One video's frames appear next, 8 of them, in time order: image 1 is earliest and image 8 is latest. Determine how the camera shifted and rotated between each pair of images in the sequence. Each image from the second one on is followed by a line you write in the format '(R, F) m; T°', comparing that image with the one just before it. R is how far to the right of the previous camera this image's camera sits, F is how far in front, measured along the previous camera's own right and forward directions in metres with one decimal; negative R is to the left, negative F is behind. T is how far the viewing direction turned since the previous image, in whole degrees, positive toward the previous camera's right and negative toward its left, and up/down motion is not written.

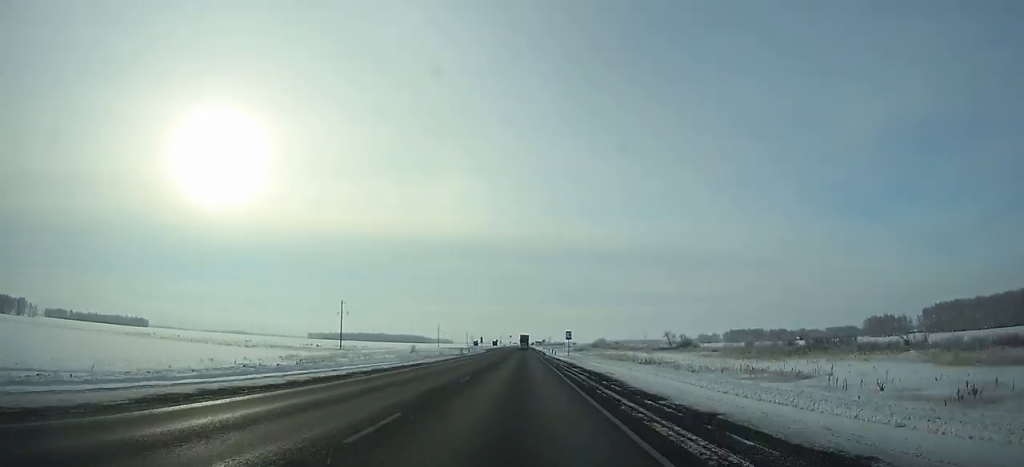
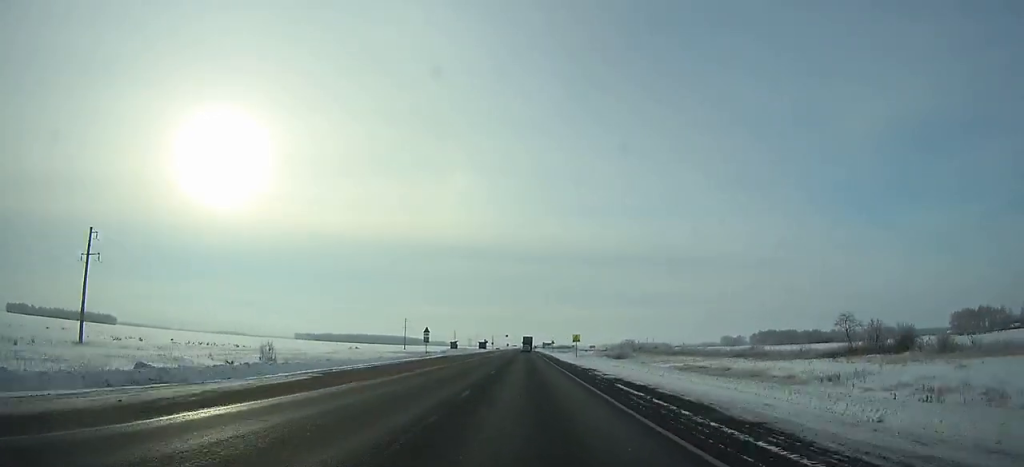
(+0.2, +99.9) m; 0°
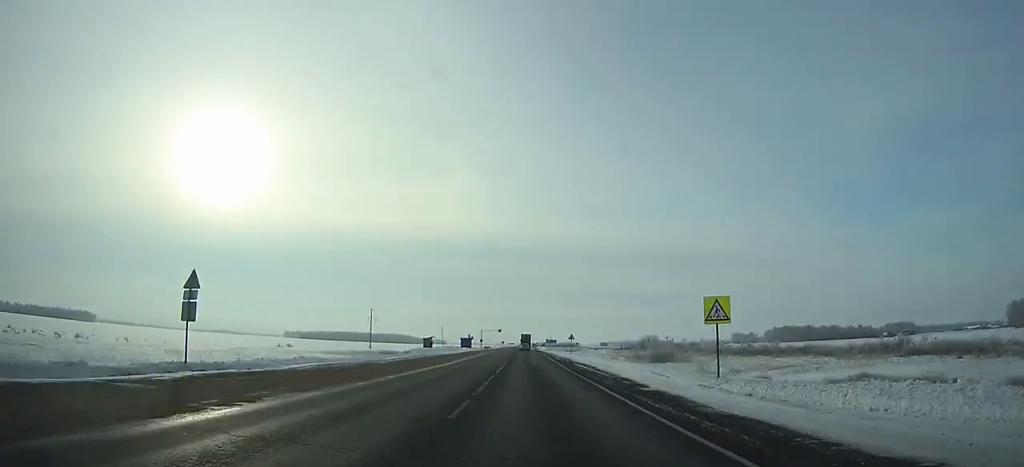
(+0.1, +51.6) m; 0°
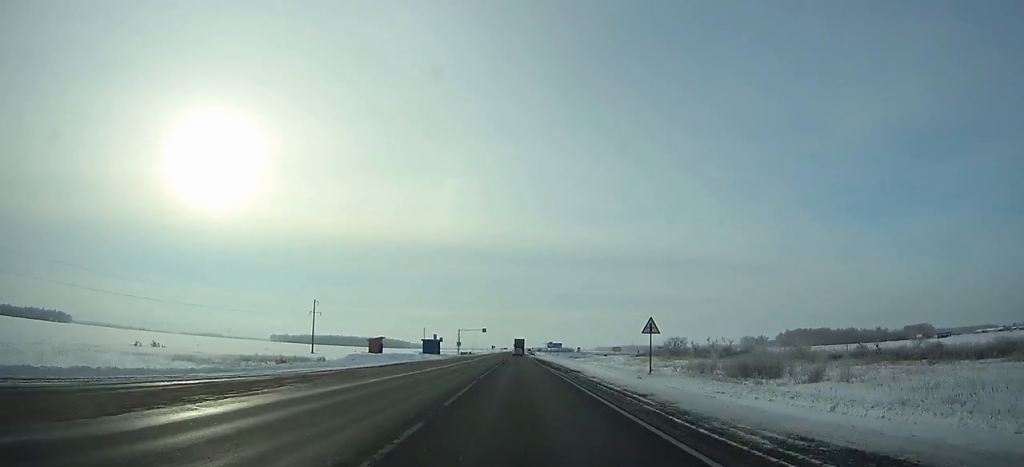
(0.0, +48.4) m; 0°
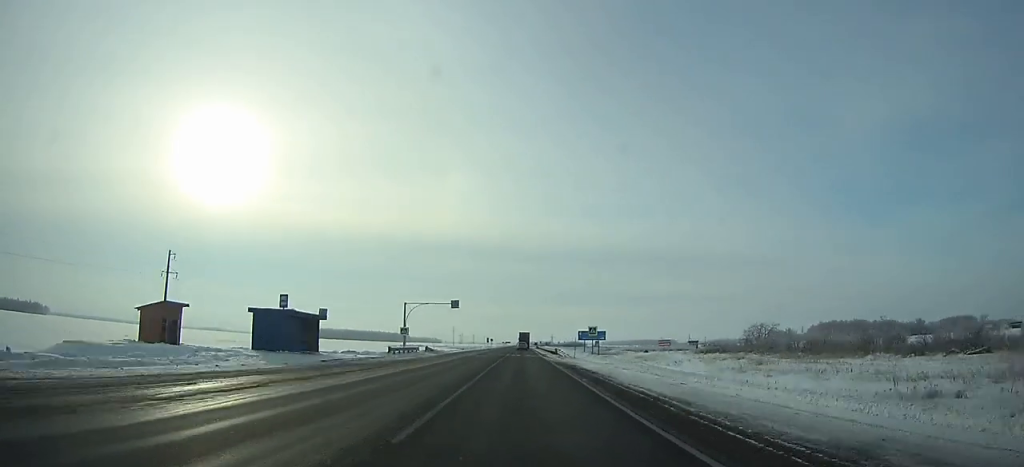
(0.0, +64.3) m; 0°
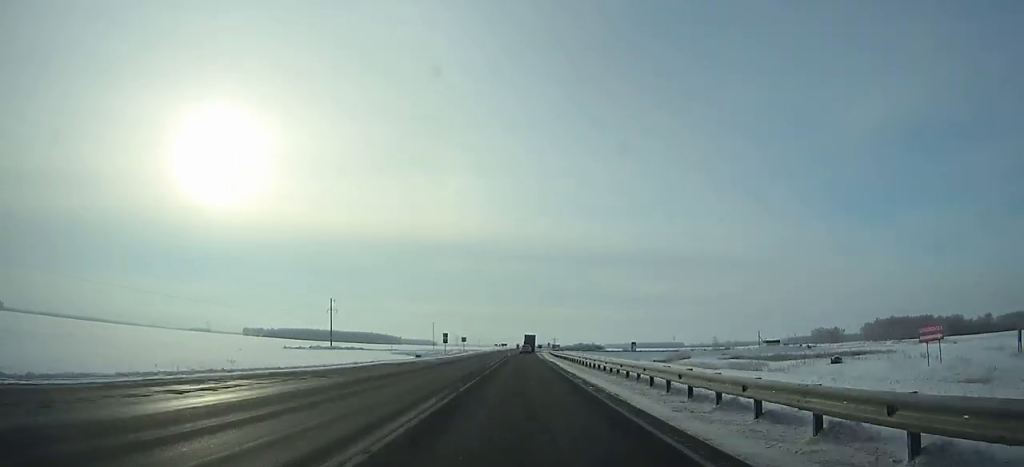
(0.0, +99.5) m; 0°
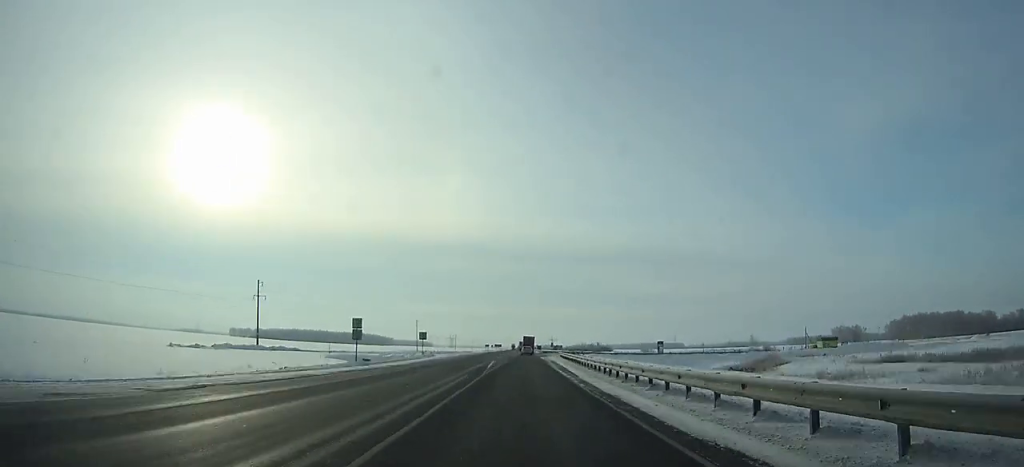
(+0.2, +42.7) m; 0°
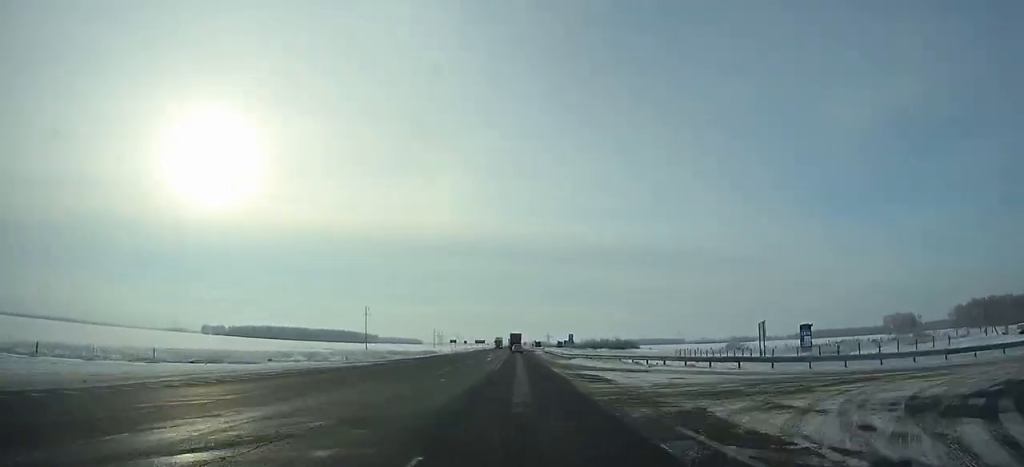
(+0.5, +86.0) m; 0°
